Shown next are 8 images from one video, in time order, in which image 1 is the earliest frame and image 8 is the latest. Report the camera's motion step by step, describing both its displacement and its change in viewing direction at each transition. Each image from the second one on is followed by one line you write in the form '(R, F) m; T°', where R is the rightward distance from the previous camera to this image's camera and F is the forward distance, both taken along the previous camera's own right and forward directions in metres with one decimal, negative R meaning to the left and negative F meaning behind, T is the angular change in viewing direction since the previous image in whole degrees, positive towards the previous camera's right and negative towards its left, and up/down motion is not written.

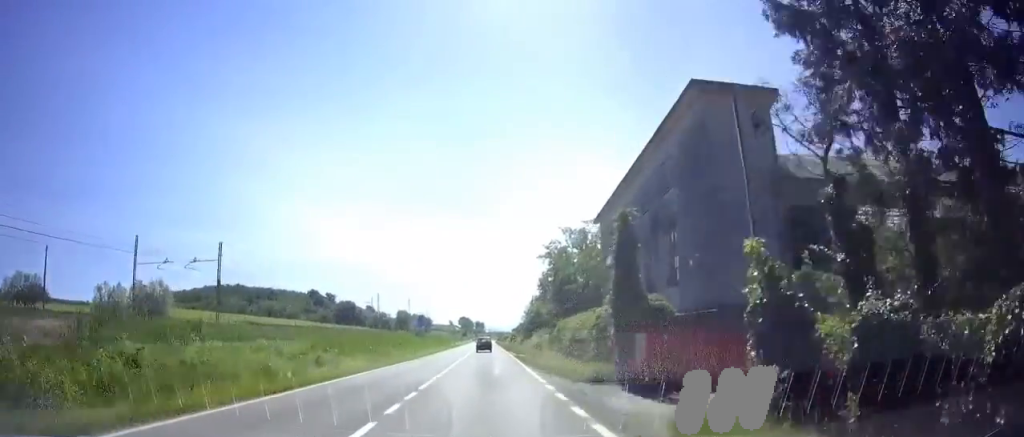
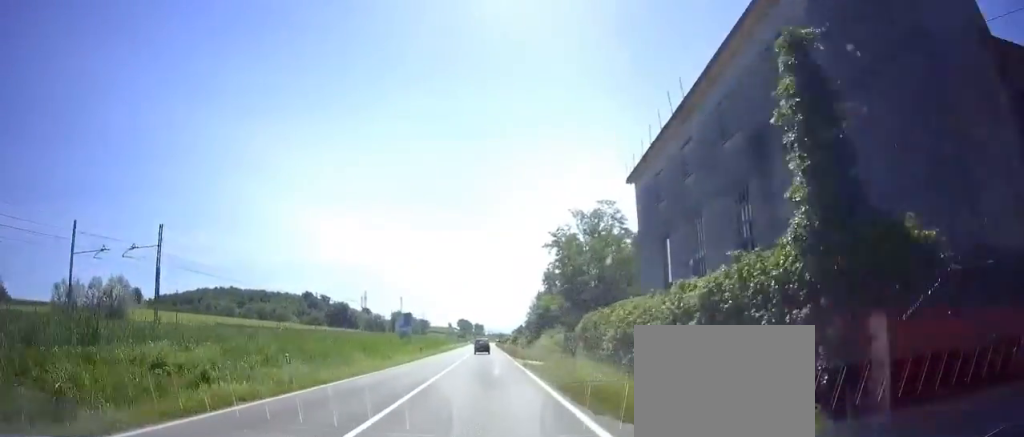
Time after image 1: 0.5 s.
(-0.1, +9.7) m; 0°
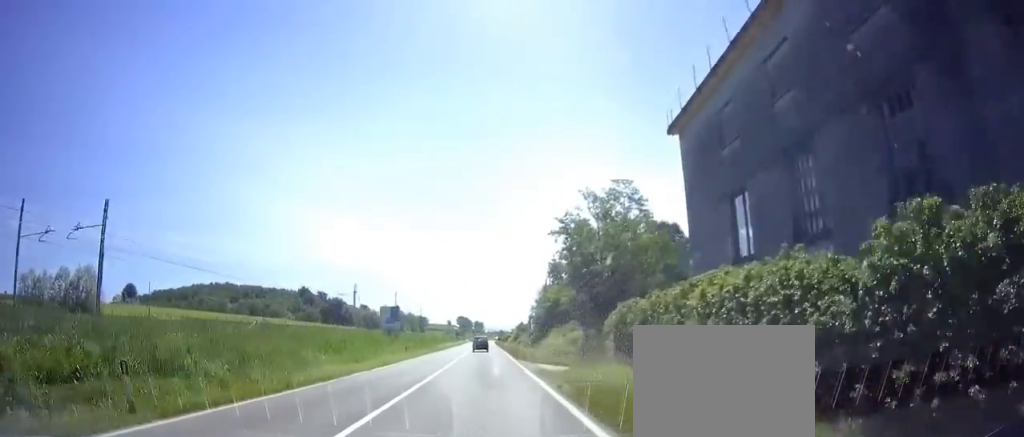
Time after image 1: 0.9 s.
(0.0, +7.3) m; 0°
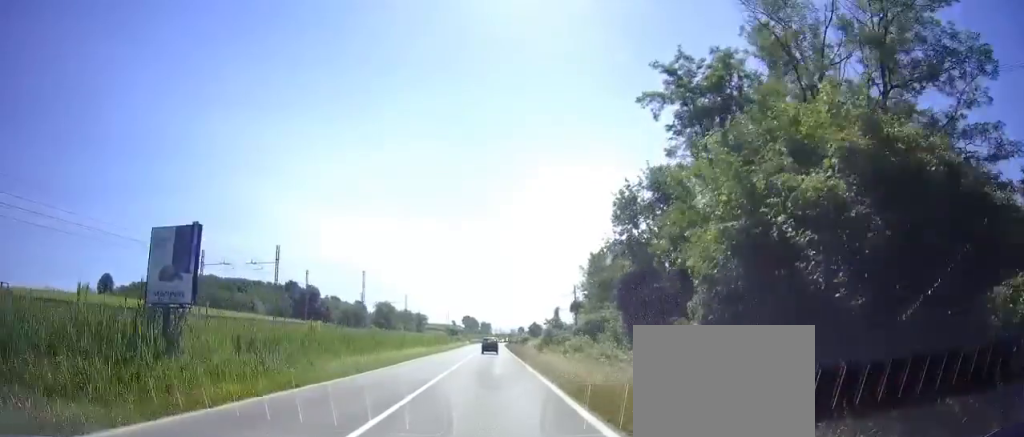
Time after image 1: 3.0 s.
(+0.1, +37.9) m; 0°
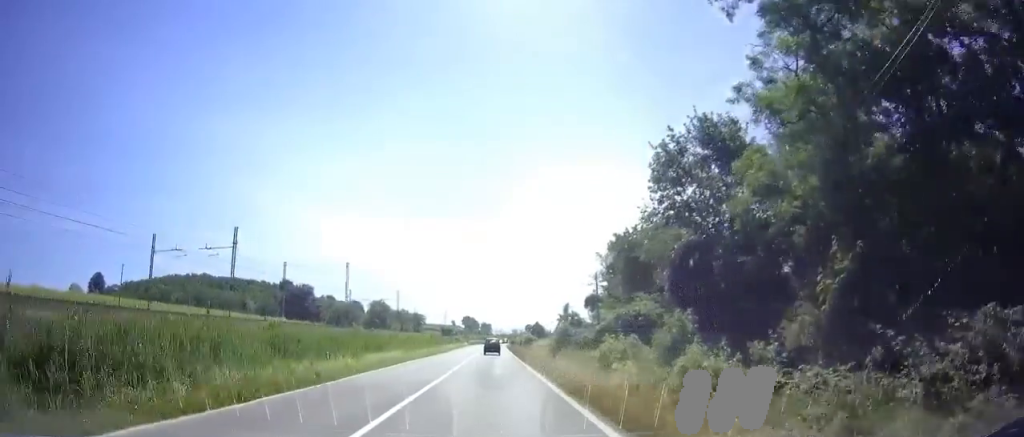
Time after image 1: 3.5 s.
(0.0, +9.2) m; 0°
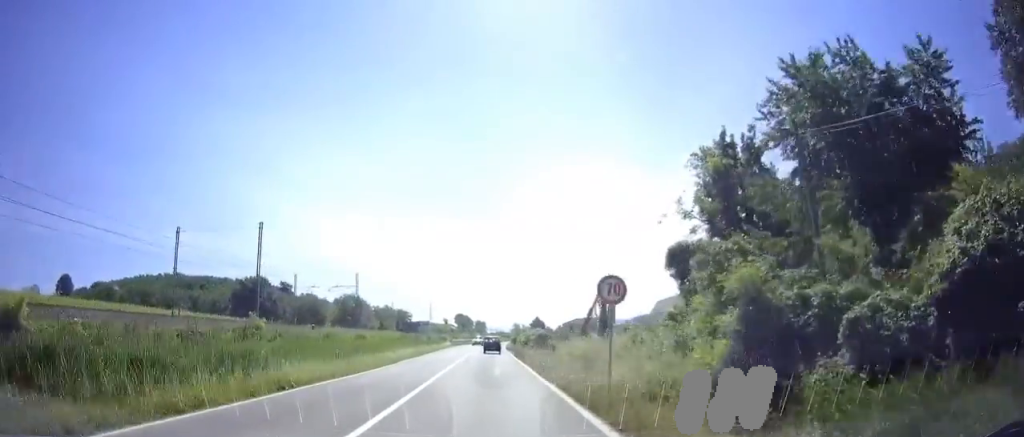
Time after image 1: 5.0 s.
(0.0, +26.8) m; 0°
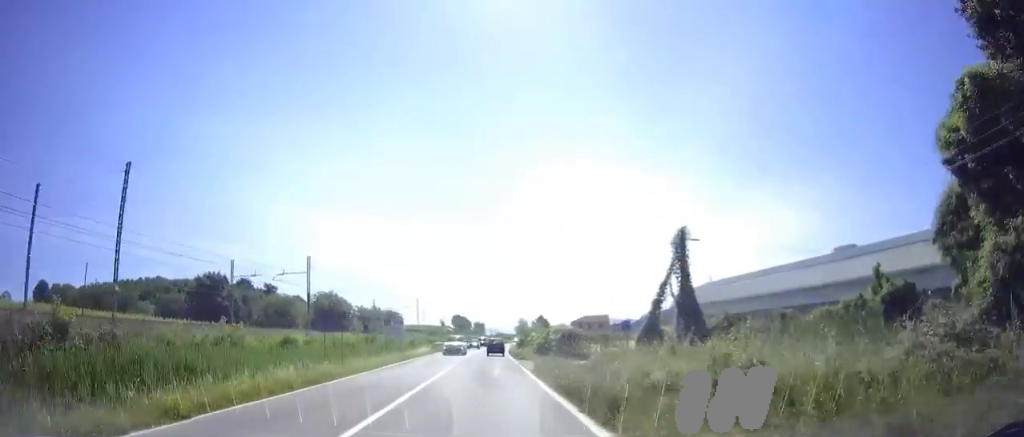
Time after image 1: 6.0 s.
(0.0, +19.4) m; 0°
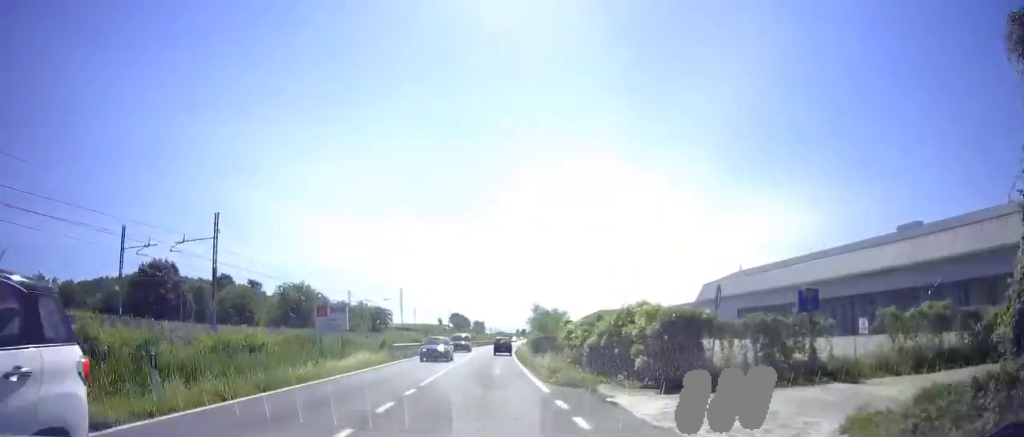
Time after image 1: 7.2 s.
(0.0, +20.5) m; 0°
